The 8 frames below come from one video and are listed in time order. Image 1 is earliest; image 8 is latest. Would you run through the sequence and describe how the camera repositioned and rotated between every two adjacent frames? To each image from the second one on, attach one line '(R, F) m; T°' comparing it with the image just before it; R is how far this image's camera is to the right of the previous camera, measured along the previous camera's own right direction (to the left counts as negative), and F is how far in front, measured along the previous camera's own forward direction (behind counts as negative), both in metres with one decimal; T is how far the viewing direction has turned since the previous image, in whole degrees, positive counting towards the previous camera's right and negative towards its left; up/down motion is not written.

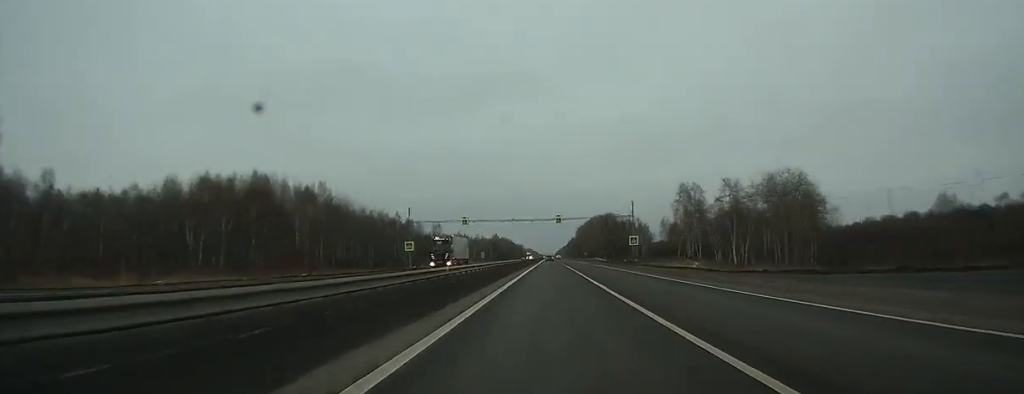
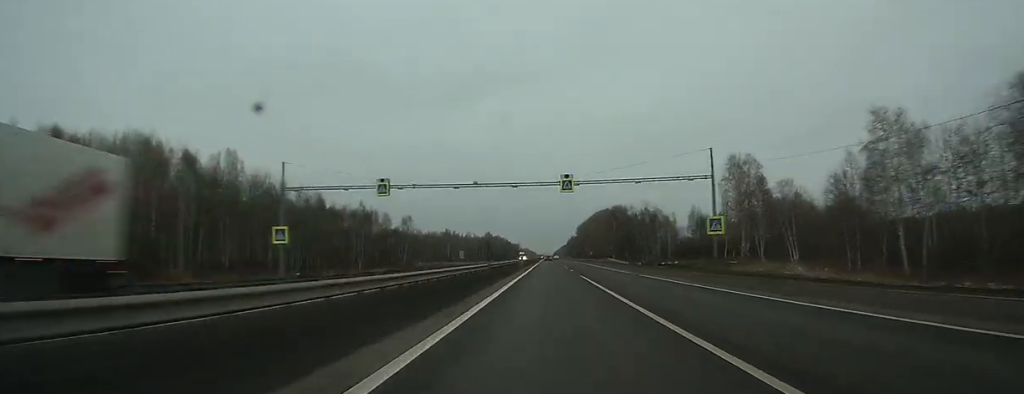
(0.0, +42.9) m; 0°
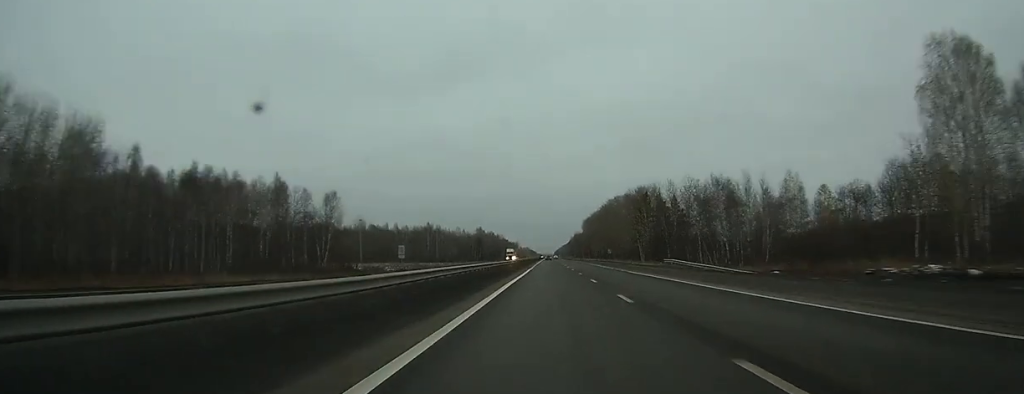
(+0.1, +61.5) m; 0°
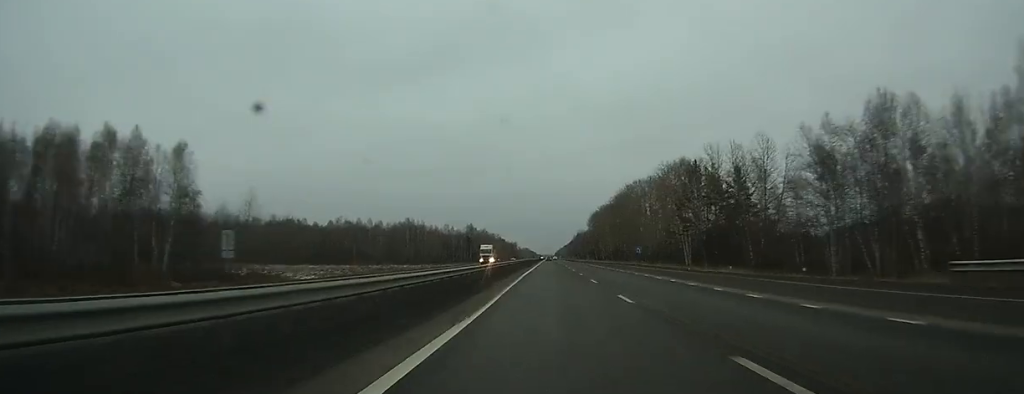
(-0.1, +48.5) m; 0°
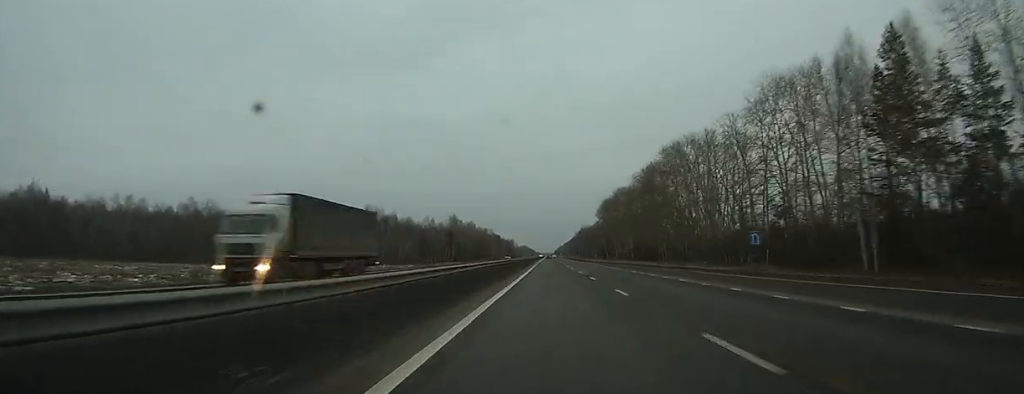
(-0.2, +58.6) m; 0°
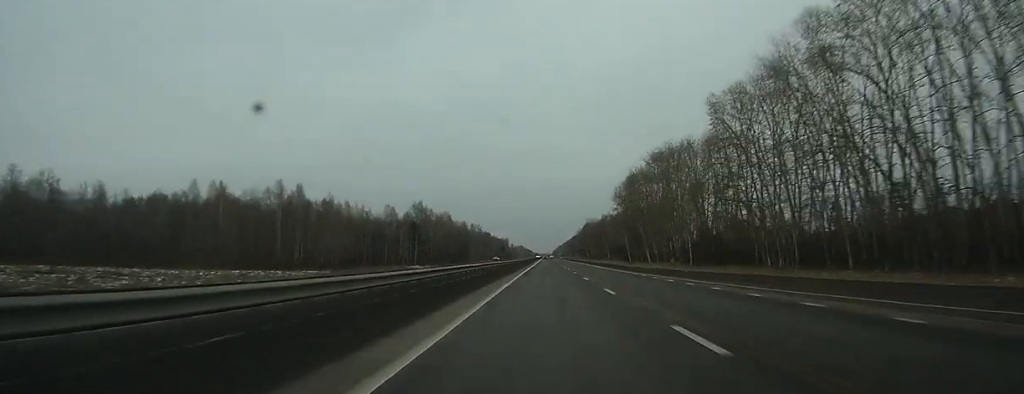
(+0.2, +71.0) m; 0°
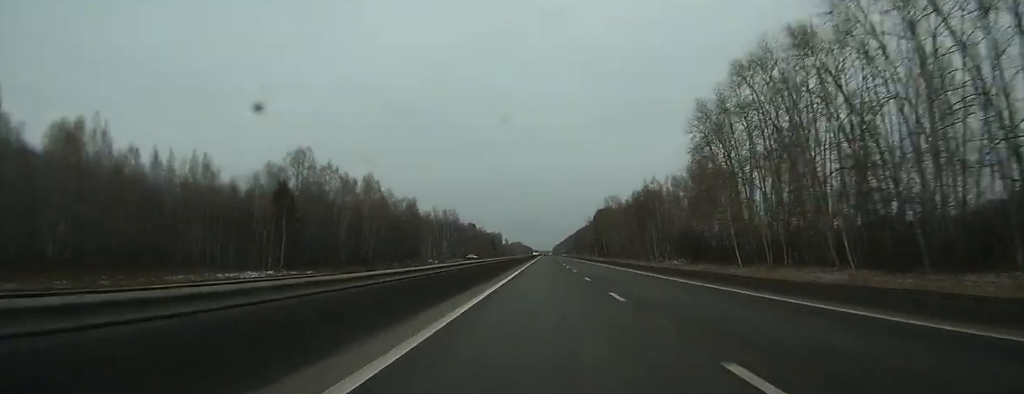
(0.0, +99.8) m; 0°
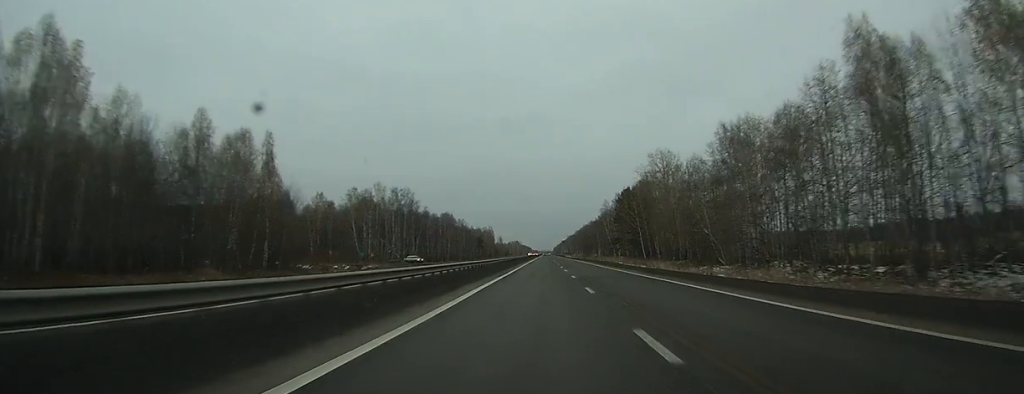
(+0.2, +92.6) m; 0°
